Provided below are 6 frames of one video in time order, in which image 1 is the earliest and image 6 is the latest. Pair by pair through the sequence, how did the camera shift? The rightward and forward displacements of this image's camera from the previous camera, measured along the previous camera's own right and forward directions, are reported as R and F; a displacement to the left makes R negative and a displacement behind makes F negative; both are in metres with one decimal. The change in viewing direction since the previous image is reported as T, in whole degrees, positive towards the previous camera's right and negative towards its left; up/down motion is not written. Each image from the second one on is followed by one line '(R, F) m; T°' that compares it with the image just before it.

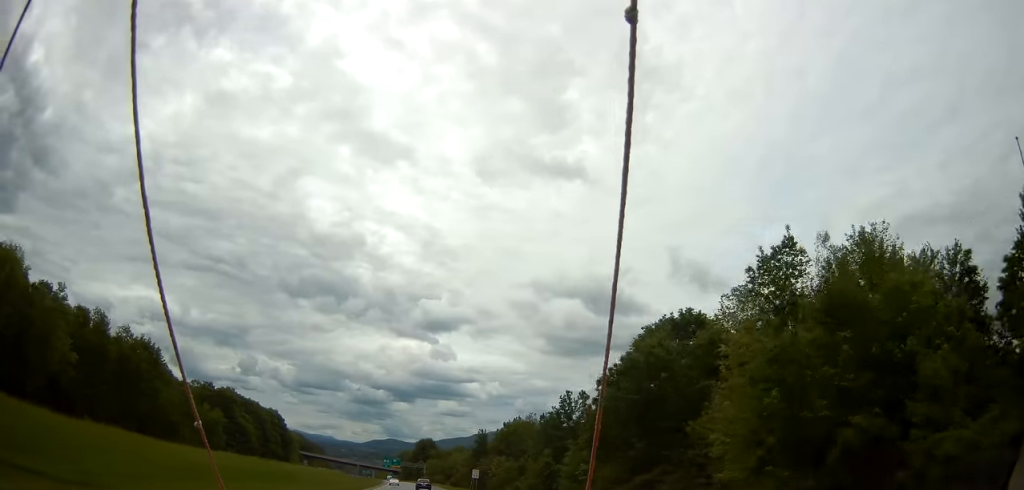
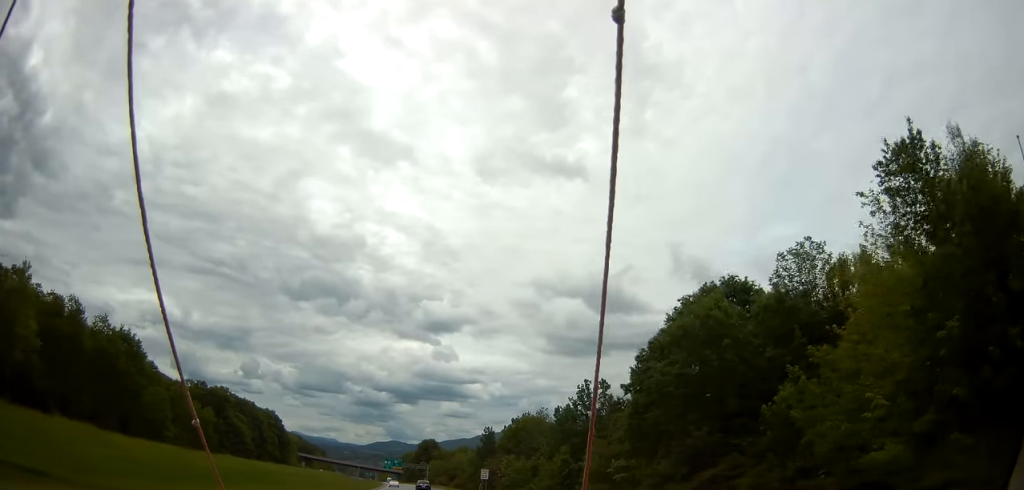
(0.0, +10.3) m; 0°
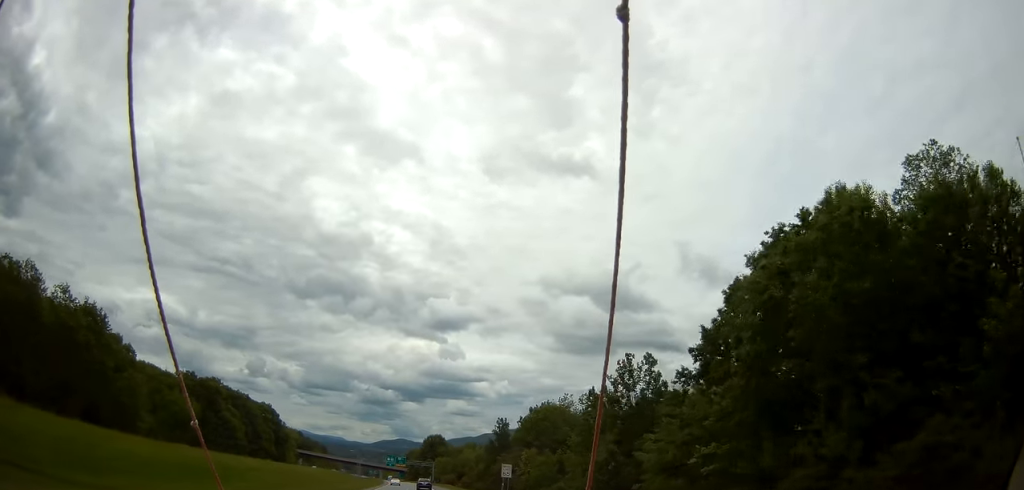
(0.0, +16.2) m; 0°
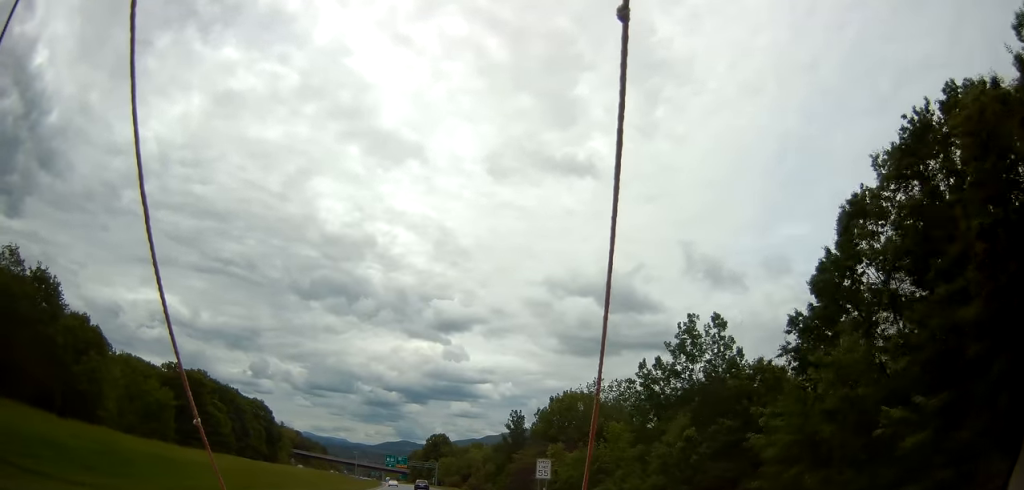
(-0.1, +16.8) m; 0°
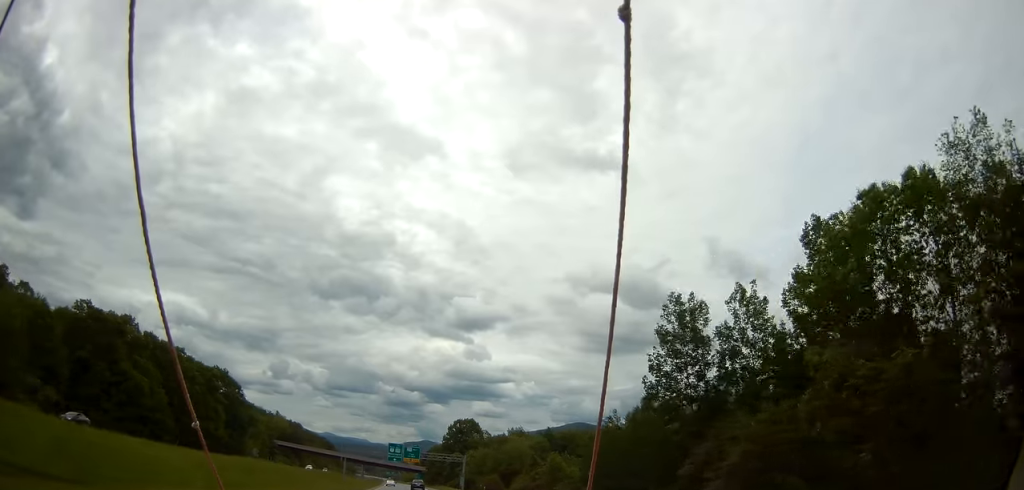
(-1.8, +65.5) m; -3°
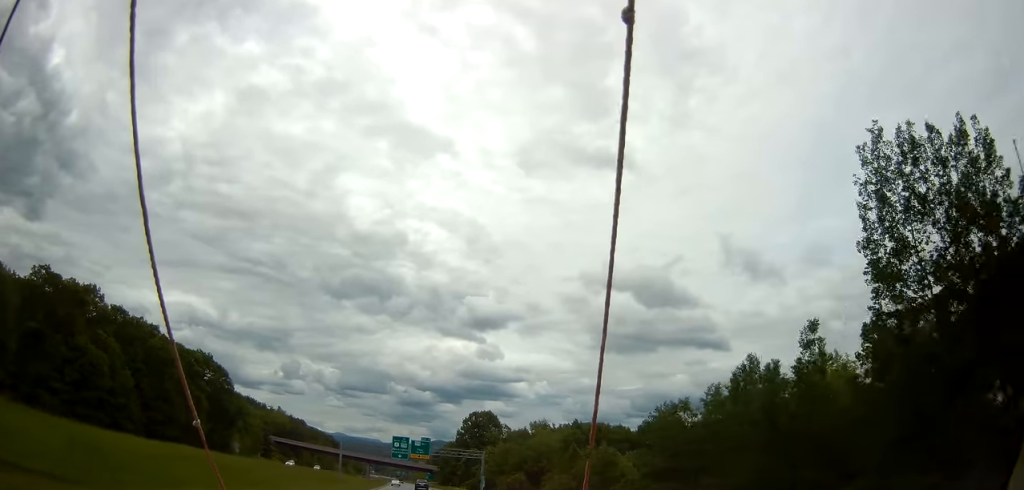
(0.0, +22.3) m; -1°
